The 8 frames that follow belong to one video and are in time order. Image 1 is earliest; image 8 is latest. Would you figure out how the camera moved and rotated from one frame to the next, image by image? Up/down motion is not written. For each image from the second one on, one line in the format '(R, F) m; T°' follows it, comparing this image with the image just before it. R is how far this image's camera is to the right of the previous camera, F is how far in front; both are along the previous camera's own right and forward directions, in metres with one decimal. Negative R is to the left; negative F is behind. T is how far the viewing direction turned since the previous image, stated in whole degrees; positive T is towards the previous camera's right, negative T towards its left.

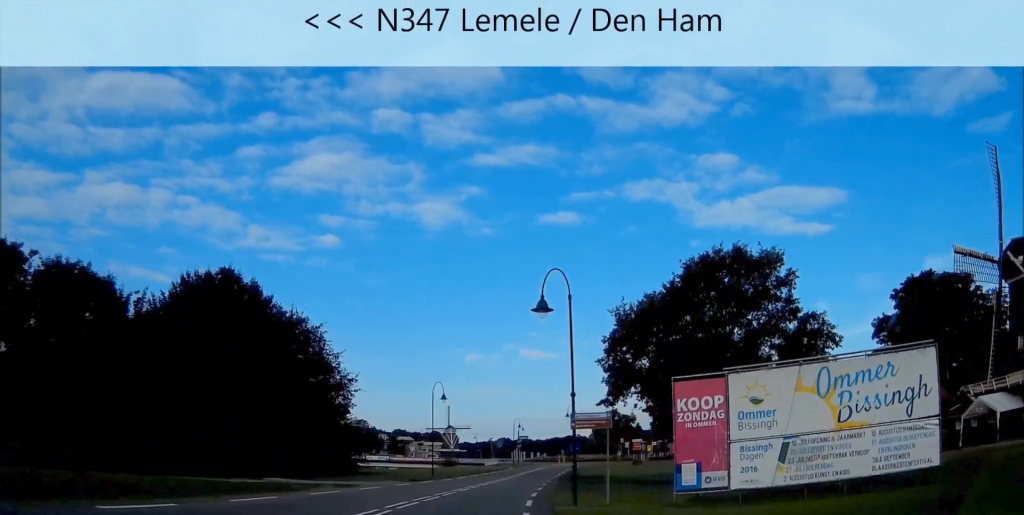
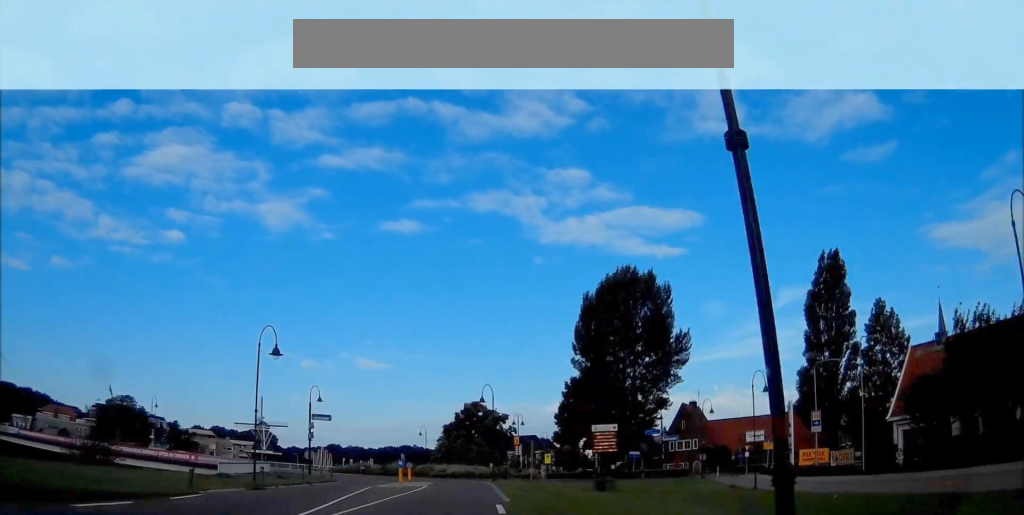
(+6.5, +67.0) m; +10°
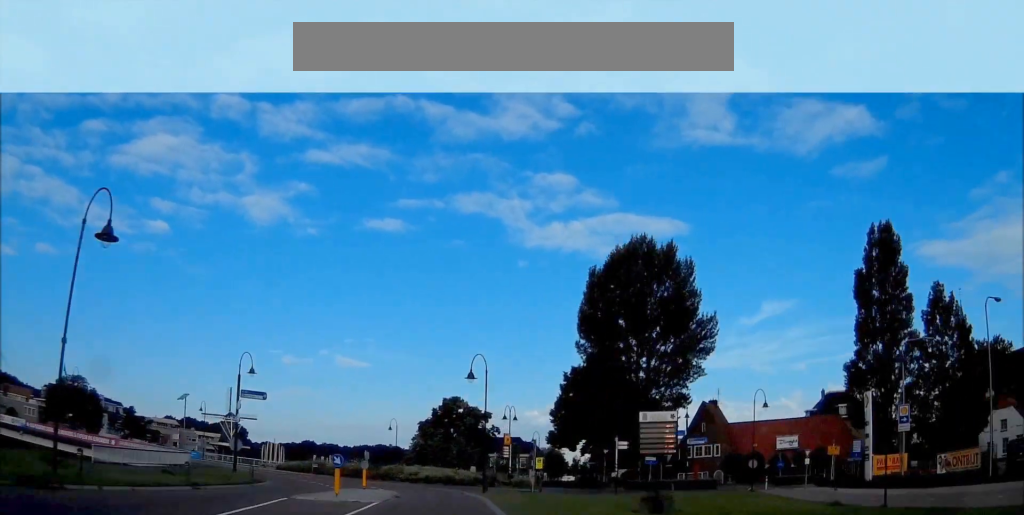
(+0.2, +13.0) m; +2°
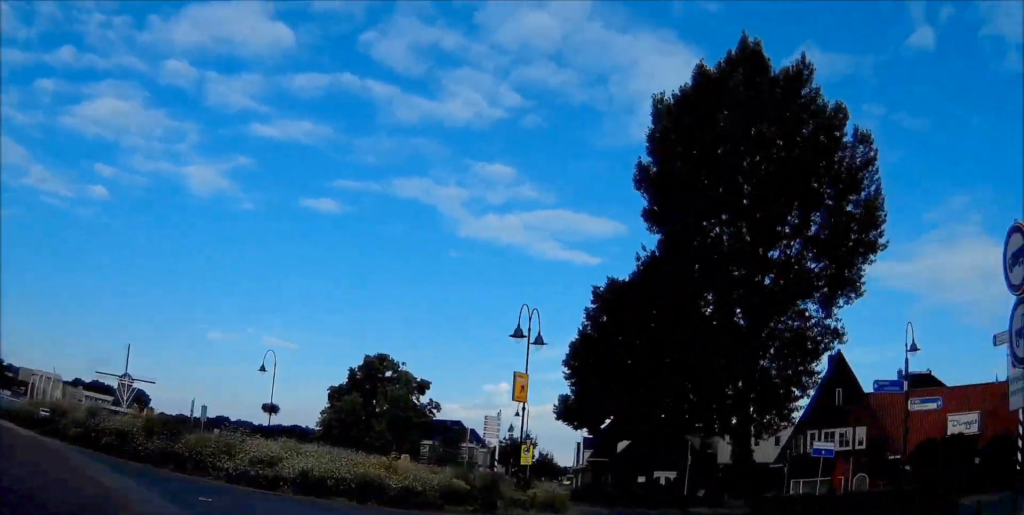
(+3.0, +35.8) m; +20°
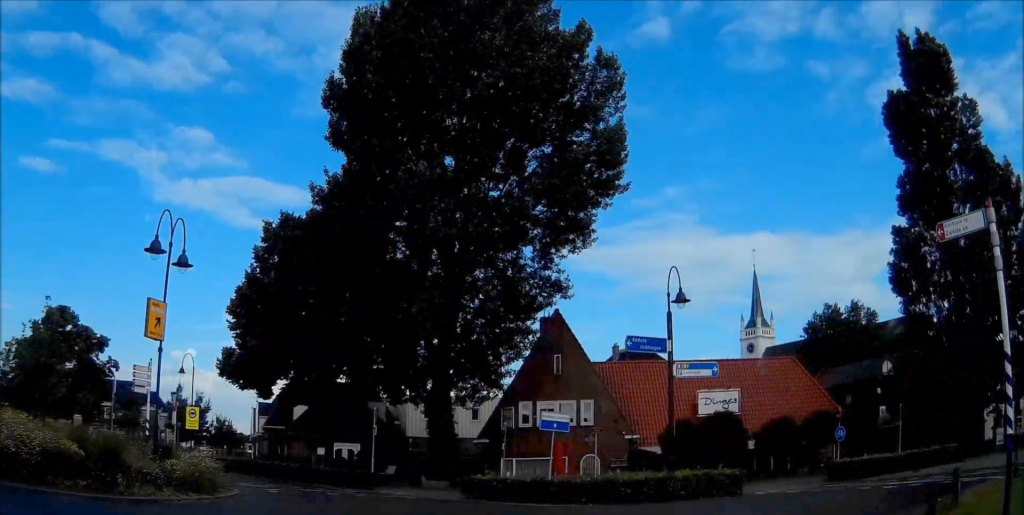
(+2.1, +7.7) m; +6°
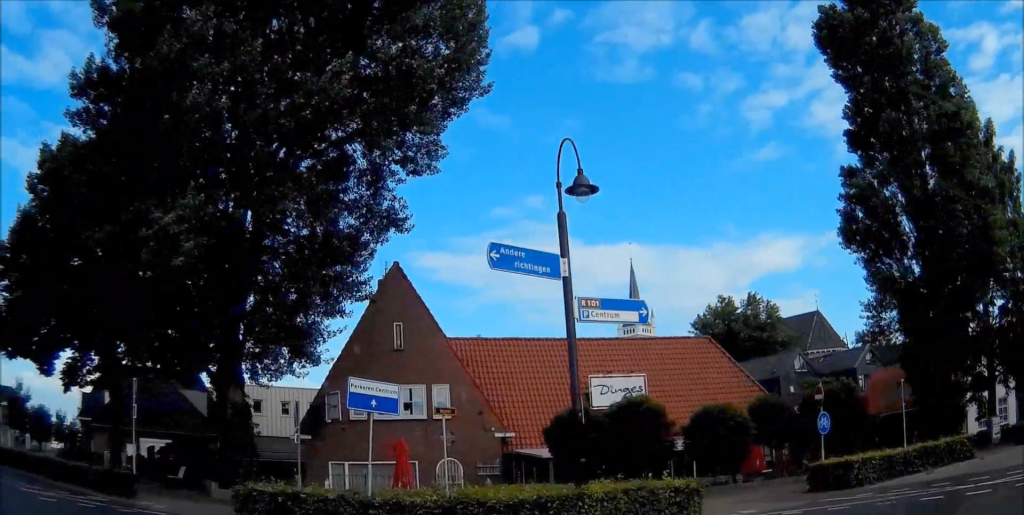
(-0.3, +10.5) m; -12°
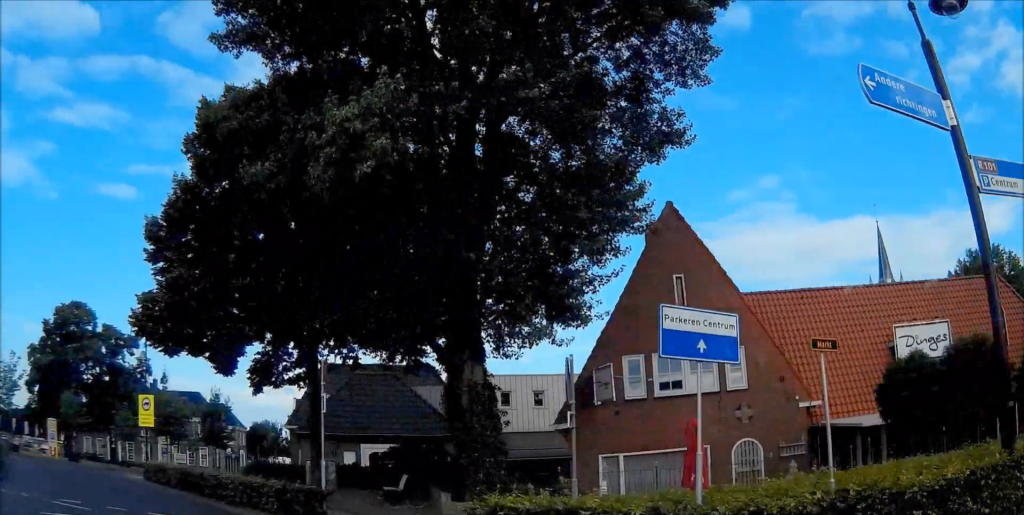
(+0.5, +5.1) m; -10°
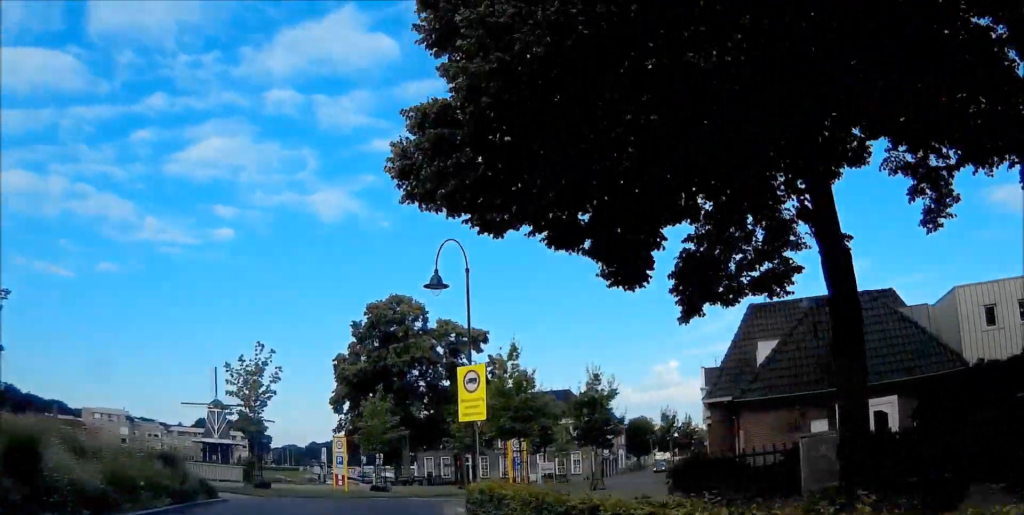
(-2.9, +11.1) m; -9°
